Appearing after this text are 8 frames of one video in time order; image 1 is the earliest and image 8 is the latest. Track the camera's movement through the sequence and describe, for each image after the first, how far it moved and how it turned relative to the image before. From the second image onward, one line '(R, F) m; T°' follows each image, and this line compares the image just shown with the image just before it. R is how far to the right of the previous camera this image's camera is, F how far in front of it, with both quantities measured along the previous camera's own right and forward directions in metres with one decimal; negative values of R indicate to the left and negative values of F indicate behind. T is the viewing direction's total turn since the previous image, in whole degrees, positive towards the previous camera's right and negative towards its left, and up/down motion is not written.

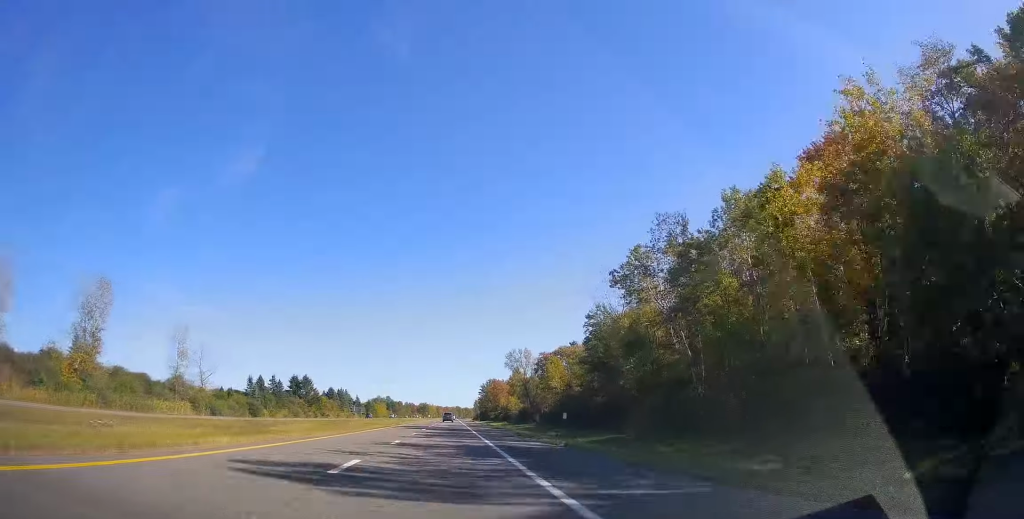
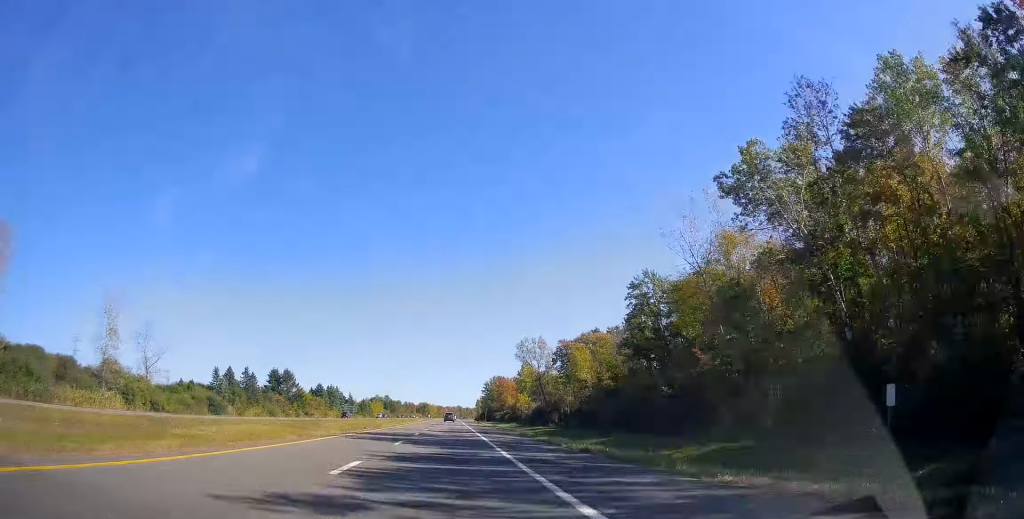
(+0.1, +23.4) m; 0°
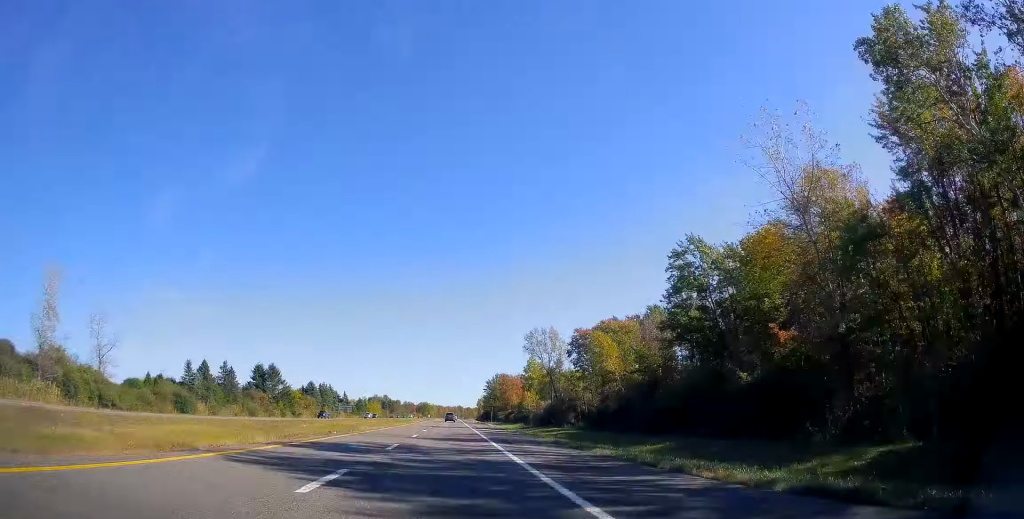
(0.0, +14.6) m; 0°
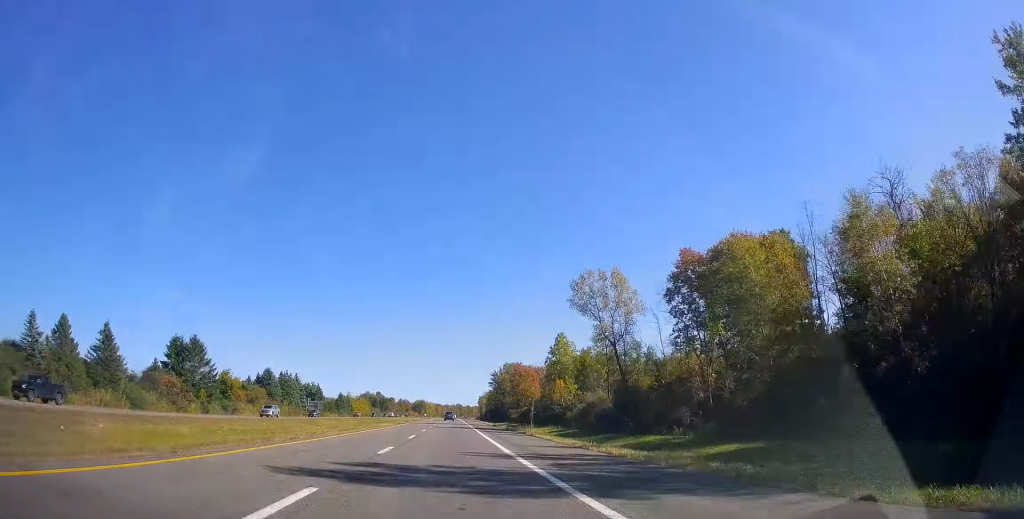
(-0.5, +48.8) m; 0°
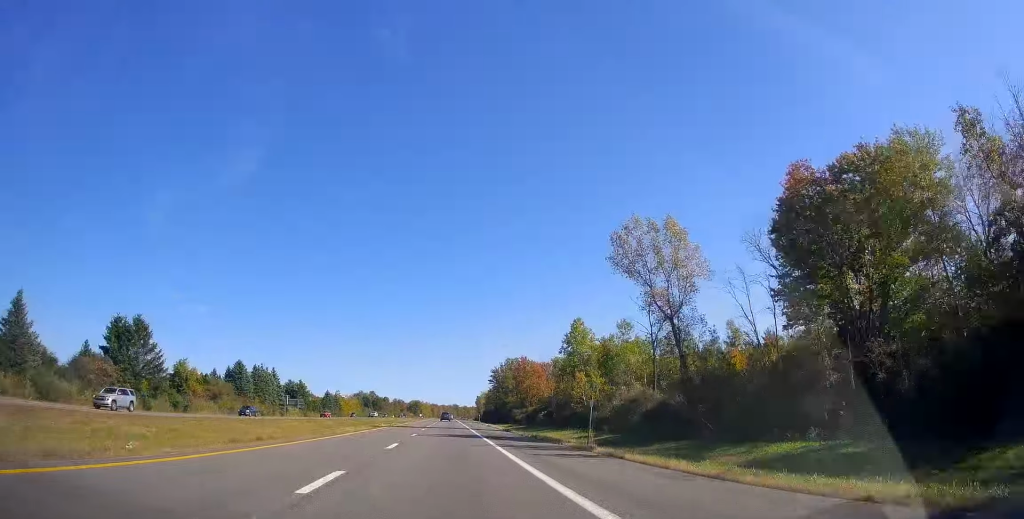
(+0.2, +20.5) m; 0°
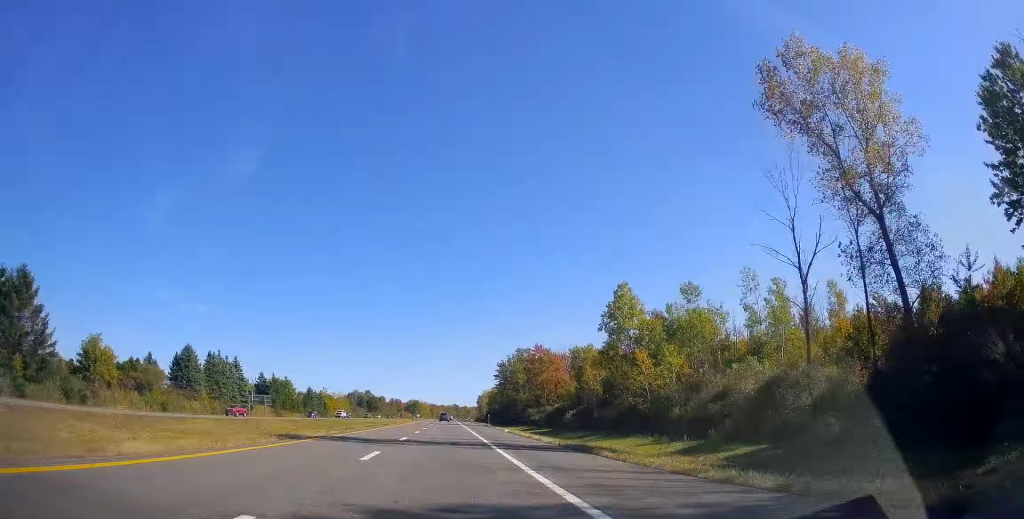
(0.0, +29.3) m; 0°
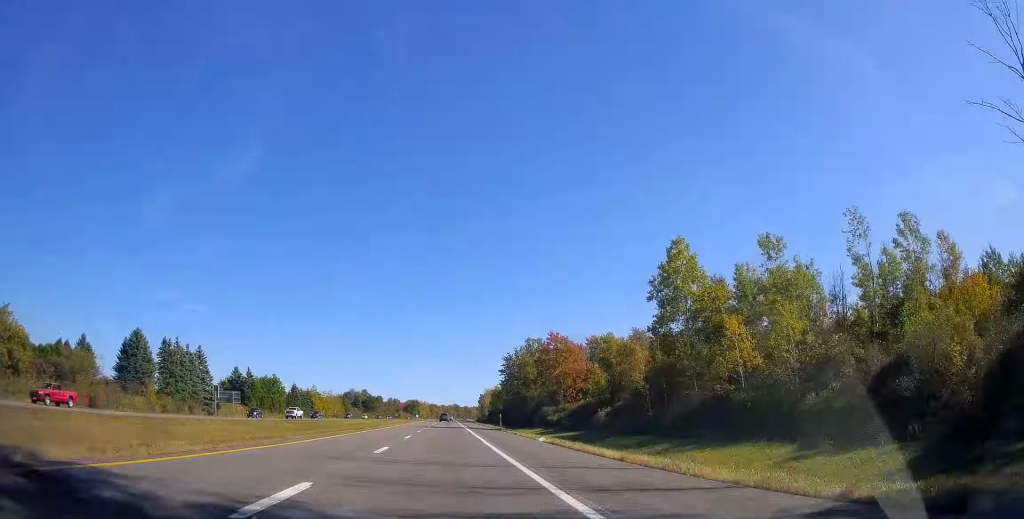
(-0.2, +20.5) m; -1°
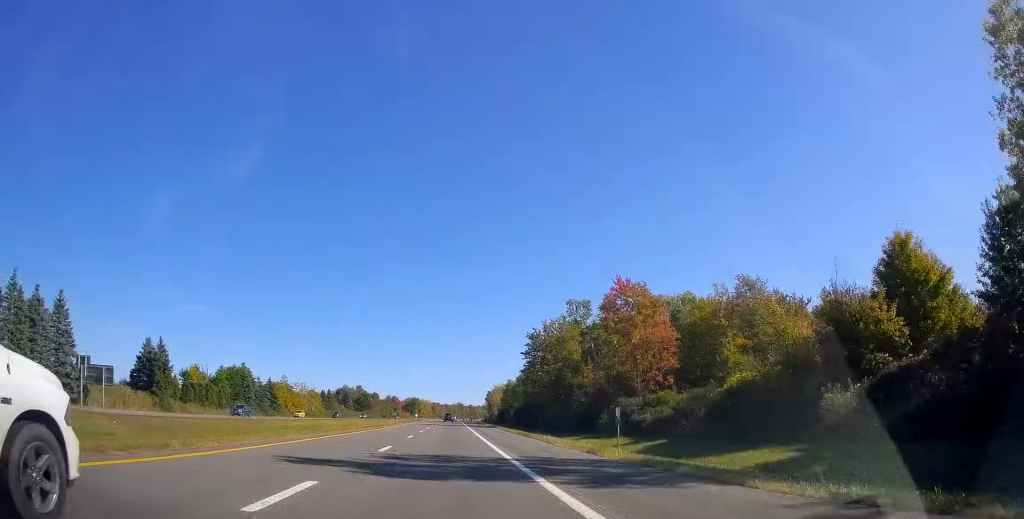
(-0.5, +46.6) m; -1°
